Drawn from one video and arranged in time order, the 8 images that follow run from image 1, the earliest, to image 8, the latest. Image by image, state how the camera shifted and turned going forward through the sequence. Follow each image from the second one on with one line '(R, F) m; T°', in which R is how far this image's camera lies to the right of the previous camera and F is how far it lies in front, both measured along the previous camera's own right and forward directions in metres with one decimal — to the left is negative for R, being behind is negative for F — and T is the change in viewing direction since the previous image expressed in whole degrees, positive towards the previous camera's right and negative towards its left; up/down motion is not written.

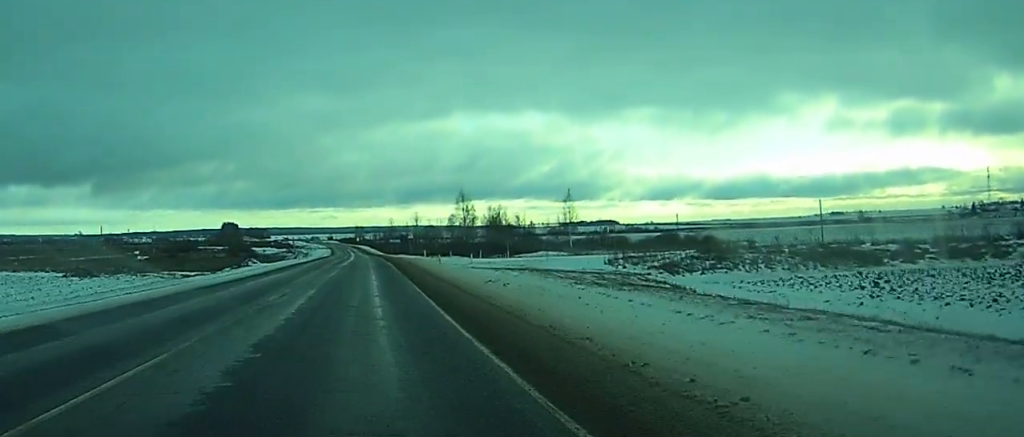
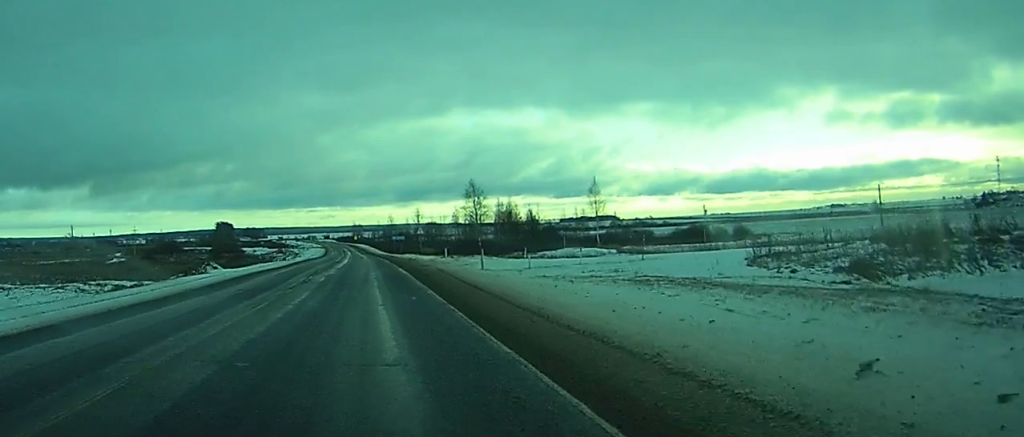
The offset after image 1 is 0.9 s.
(0.0, +23.8) m; 0°
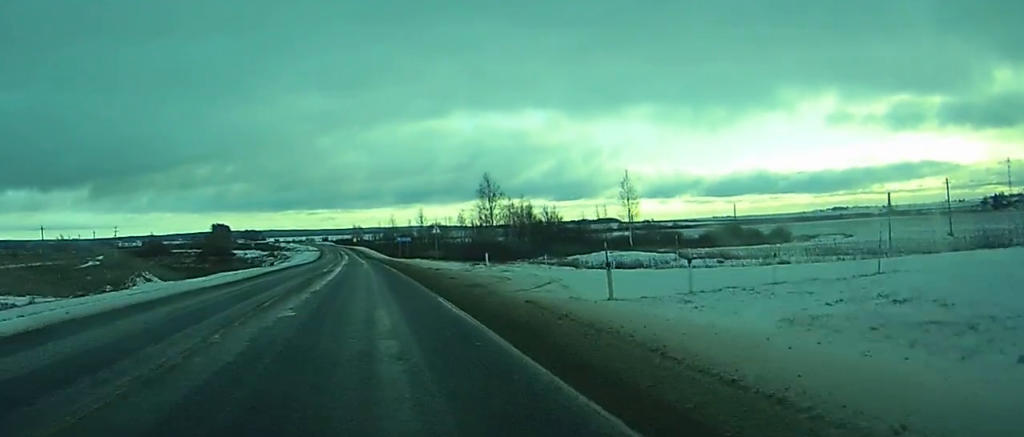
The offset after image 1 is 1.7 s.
(0.0, +21.1) m; 0°
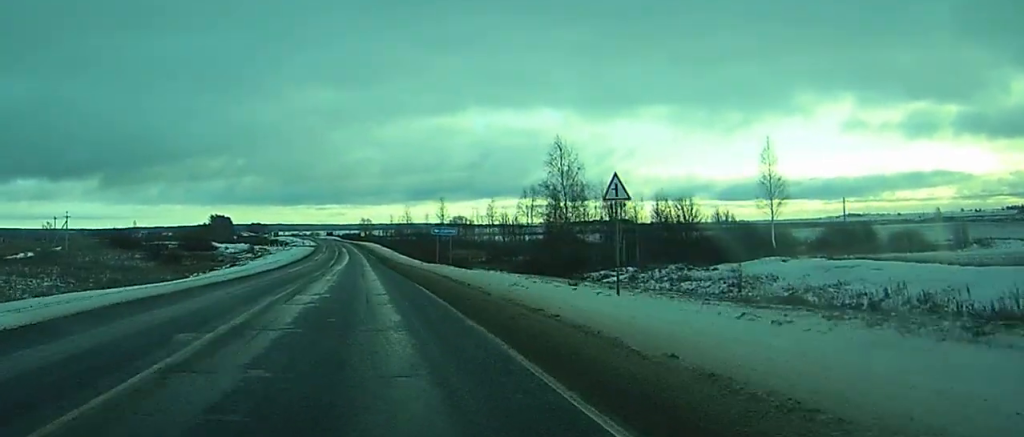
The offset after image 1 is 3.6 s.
(-0.3, +50.2) m; -1°
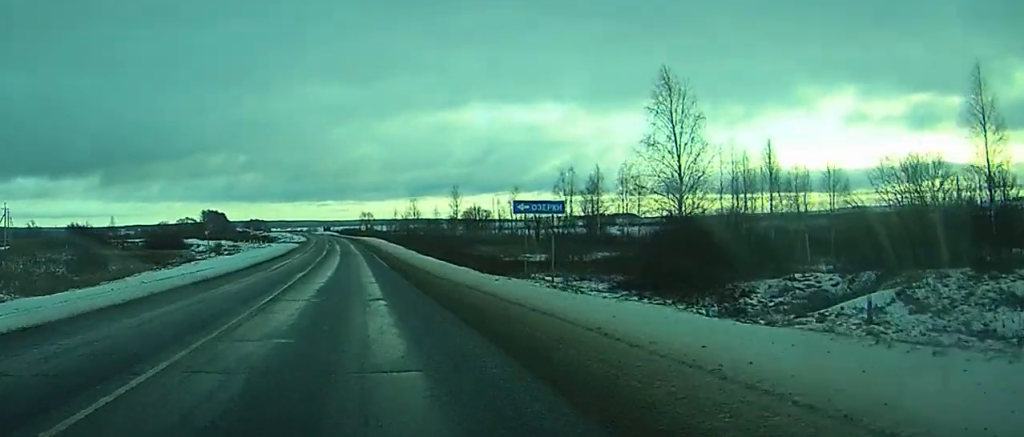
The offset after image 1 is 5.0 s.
(-0.1, +37.7) m; 0°
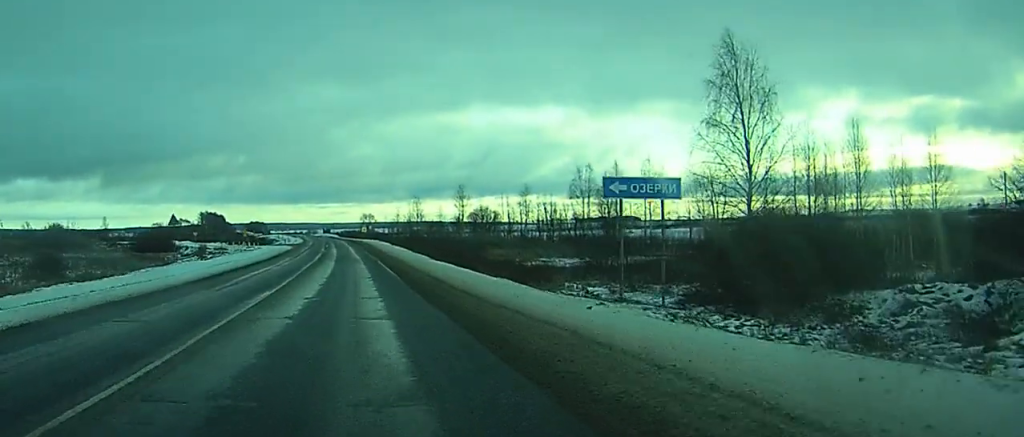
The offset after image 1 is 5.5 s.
(0.0, +12.2) m; 0°
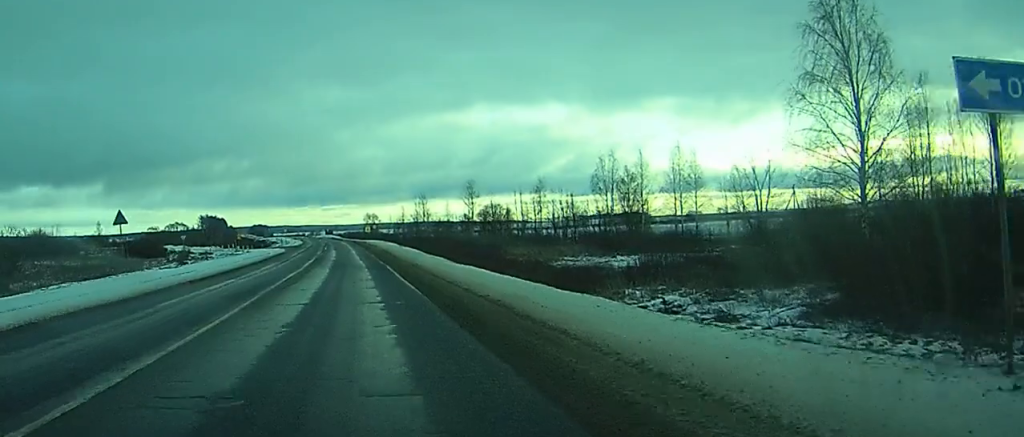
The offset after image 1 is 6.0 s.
(0.0, +13.0) m; 0°
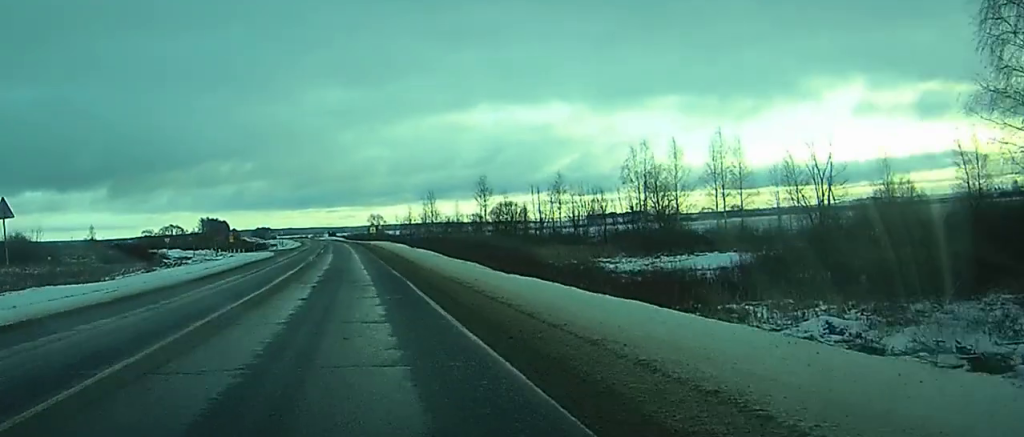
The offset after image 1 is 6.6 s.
(0.0, +14.7) m; 0°
